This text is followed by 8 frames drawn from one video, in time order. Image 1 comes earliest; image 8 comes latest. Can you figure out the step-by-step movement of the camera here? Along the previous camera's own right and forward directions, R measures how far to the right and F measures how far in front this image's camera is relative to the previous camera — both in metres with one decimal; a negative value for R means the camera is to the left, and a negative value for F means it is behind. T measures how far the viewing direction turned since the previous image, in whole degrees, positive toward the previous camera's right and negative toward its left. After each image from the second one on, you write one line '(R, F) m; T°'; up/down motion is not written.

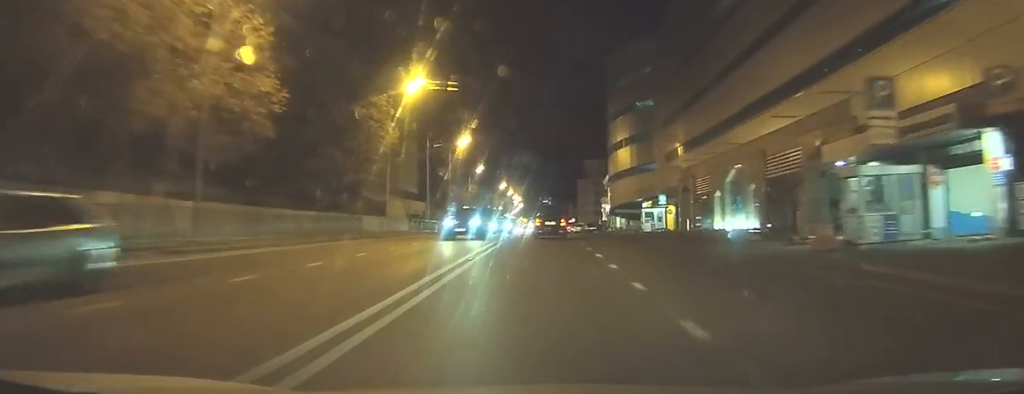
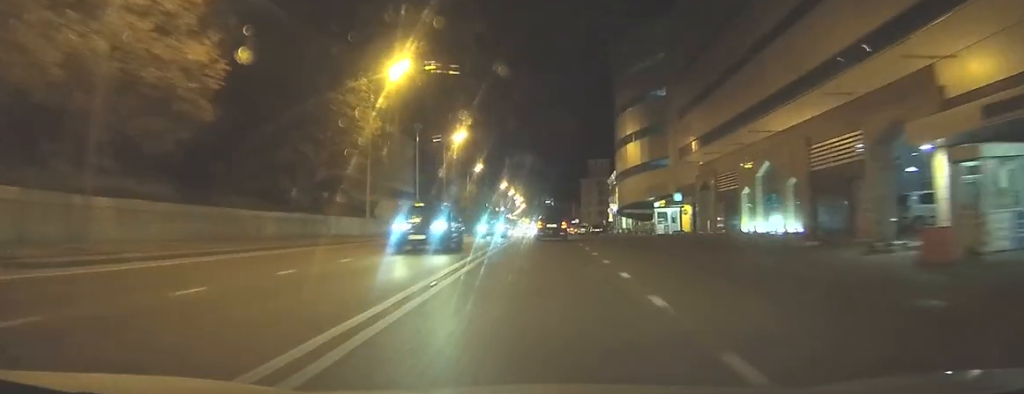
(0.0, +6.1) m; 0°
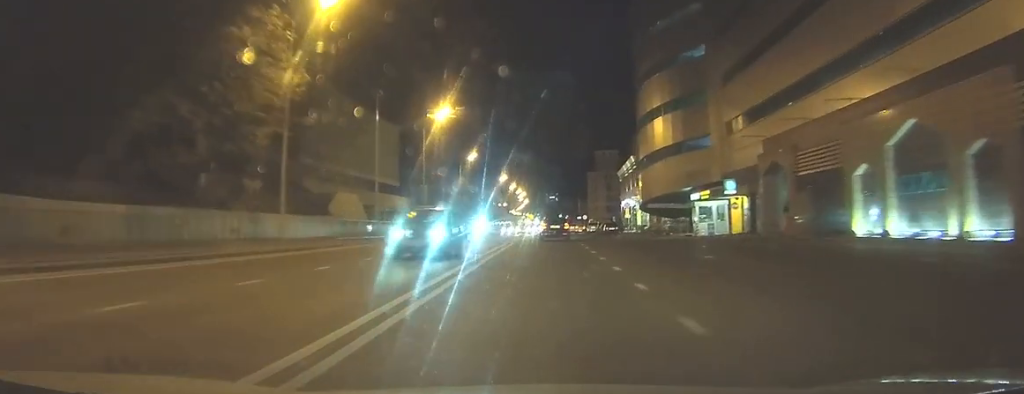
(-0.1, +15.3) m; 0°
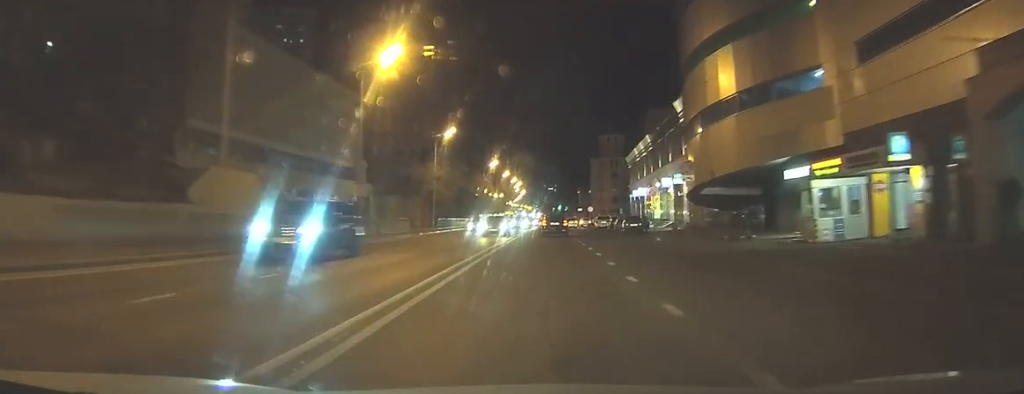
(0.0, +21.0) m; -1°
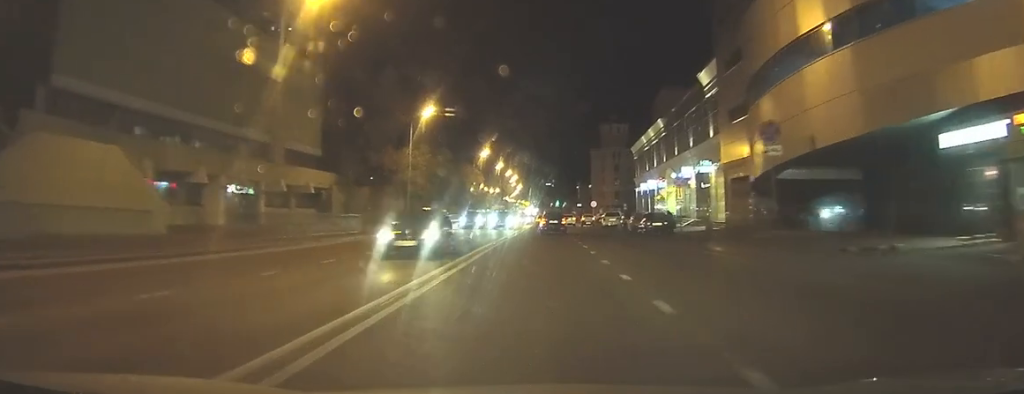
(-0.1, +12.9) m; -1°
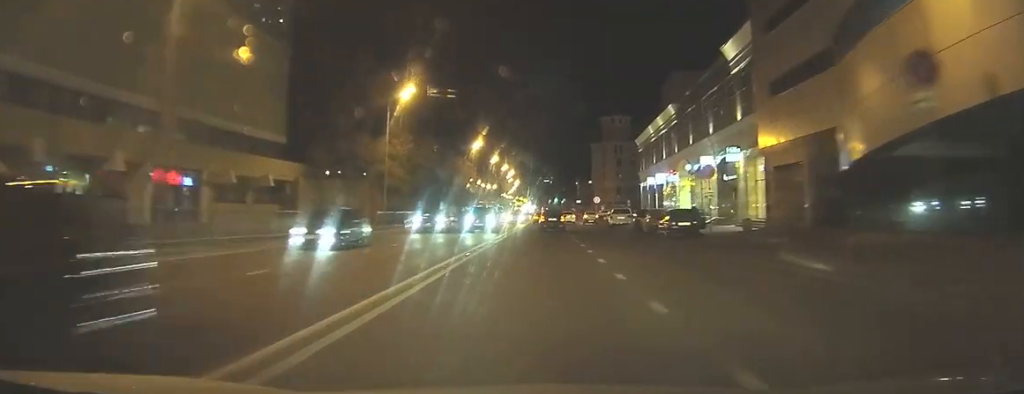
(-0.1, +8.8) m; -1°
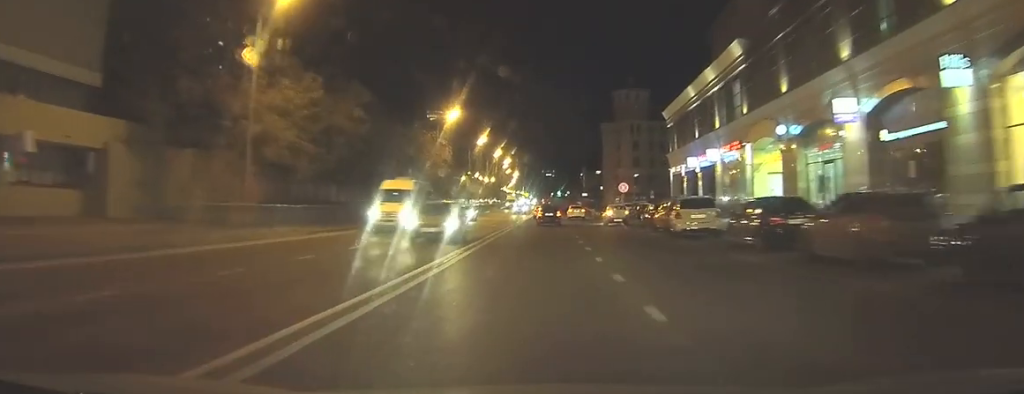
(+0.1, +26.4) m; +1°
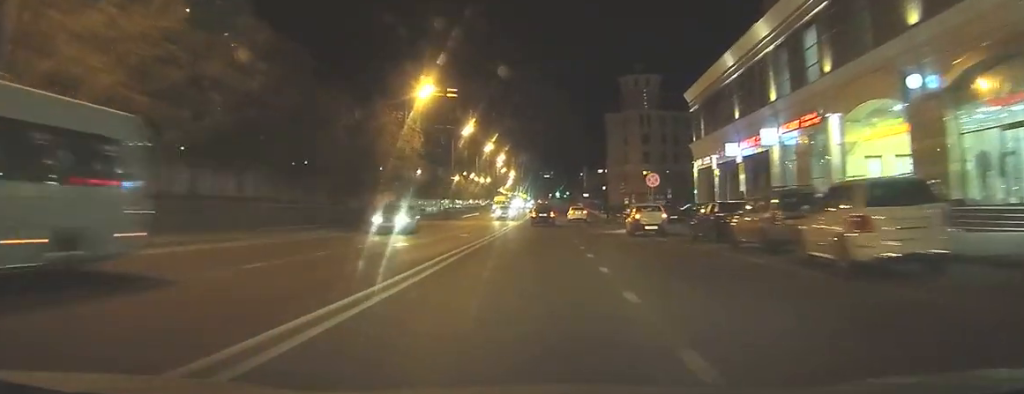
(+0.2, +15.6) m; +2°
